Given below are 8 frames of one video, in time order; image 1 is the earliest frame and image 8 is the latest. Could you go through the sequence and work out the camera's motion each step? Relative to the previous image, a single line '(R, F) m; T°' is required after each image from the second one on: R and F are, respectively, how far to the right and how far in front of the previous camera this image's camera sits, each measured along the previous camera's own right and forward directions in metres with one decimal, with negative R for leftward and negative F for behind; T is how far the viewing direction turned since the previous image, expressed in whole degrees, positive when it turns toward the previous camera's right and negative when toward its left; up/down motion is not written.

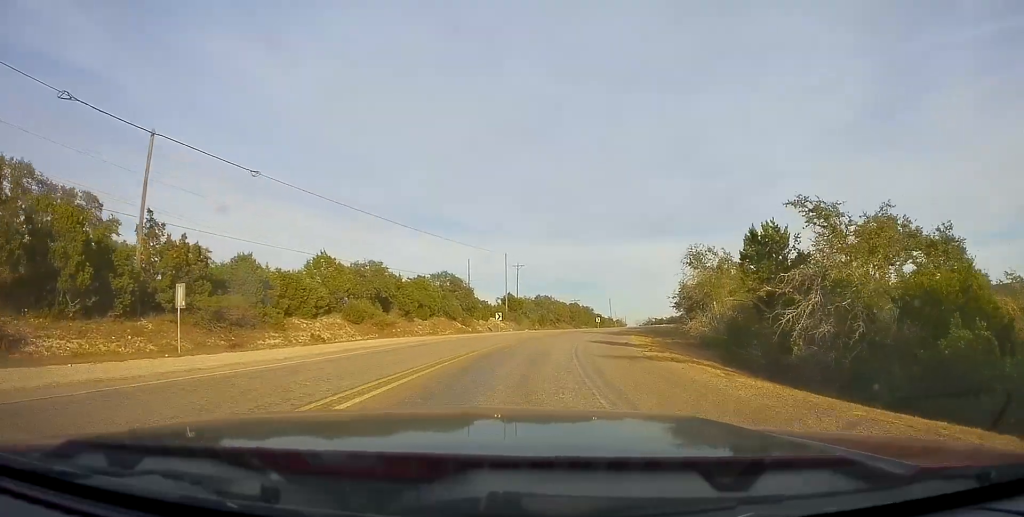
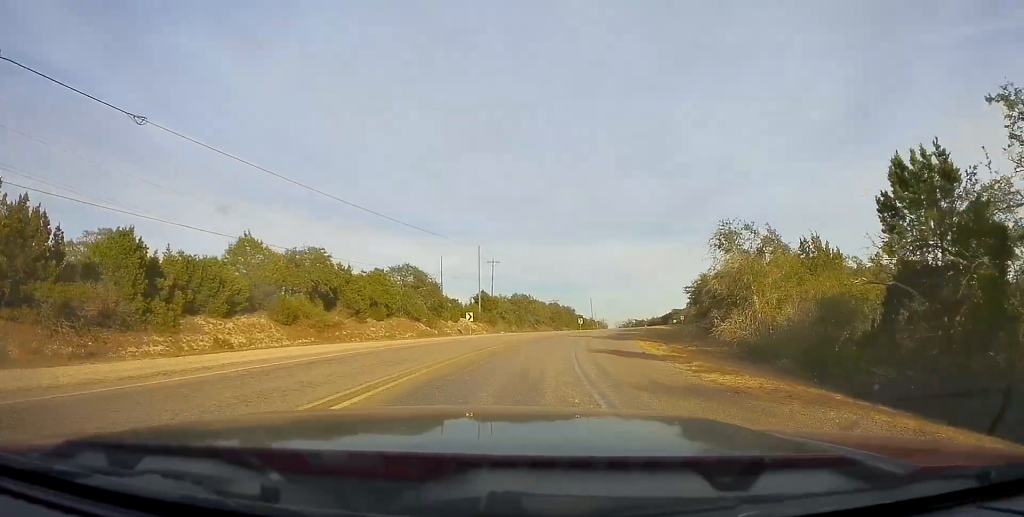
(+0.2, +9.5) m; +2°
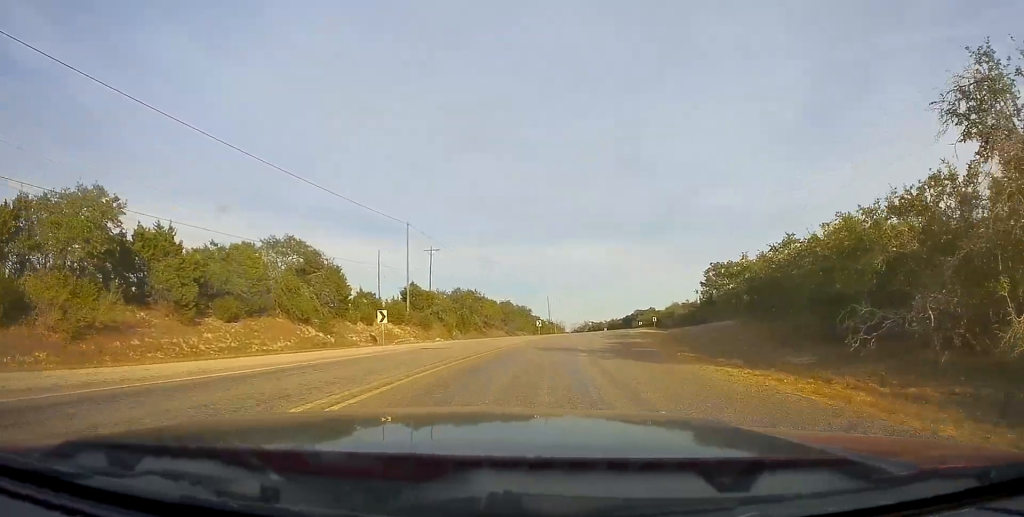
(+0.6, +19.2) m; +4°
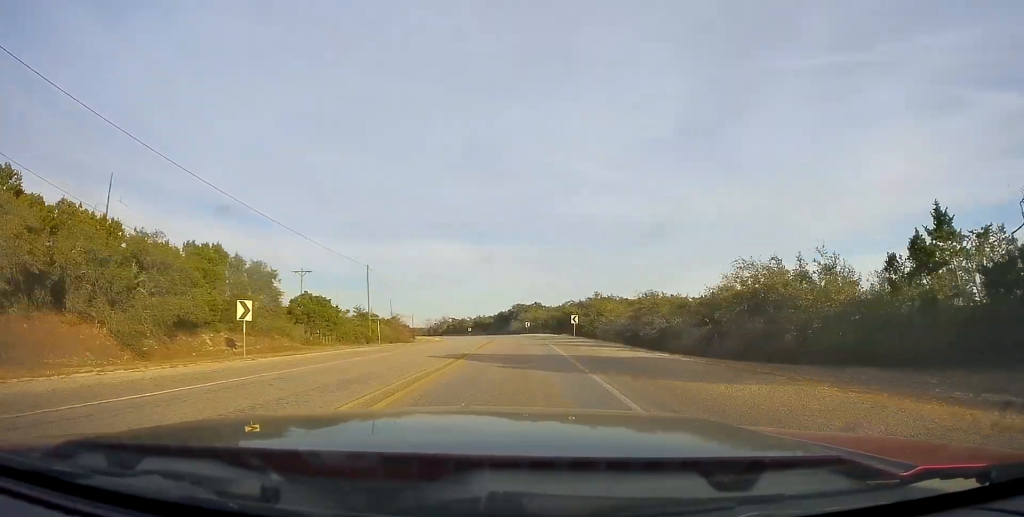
(+8.2, +62.1) m; +13°
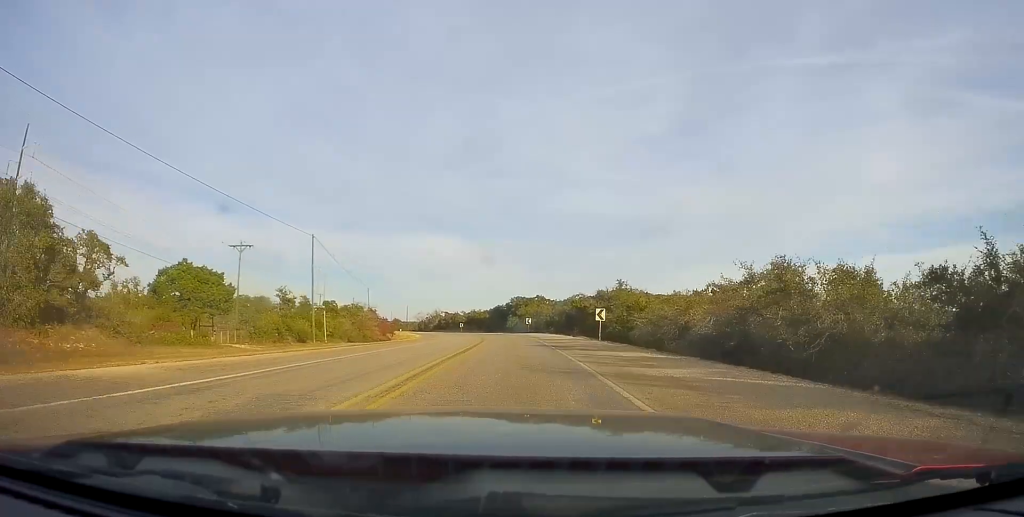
(+0.1, +19.8) m; +1°
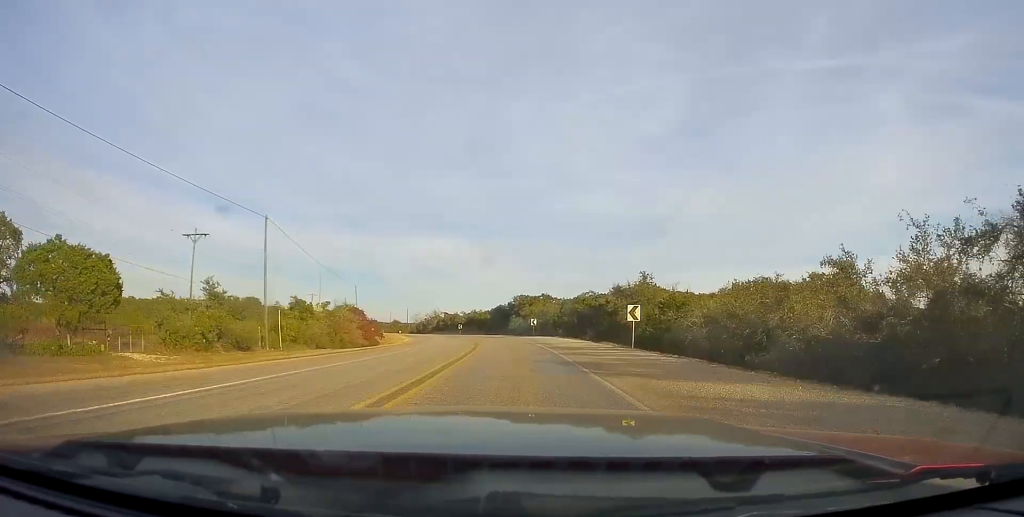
(+0.3, +11.0) m; 0°
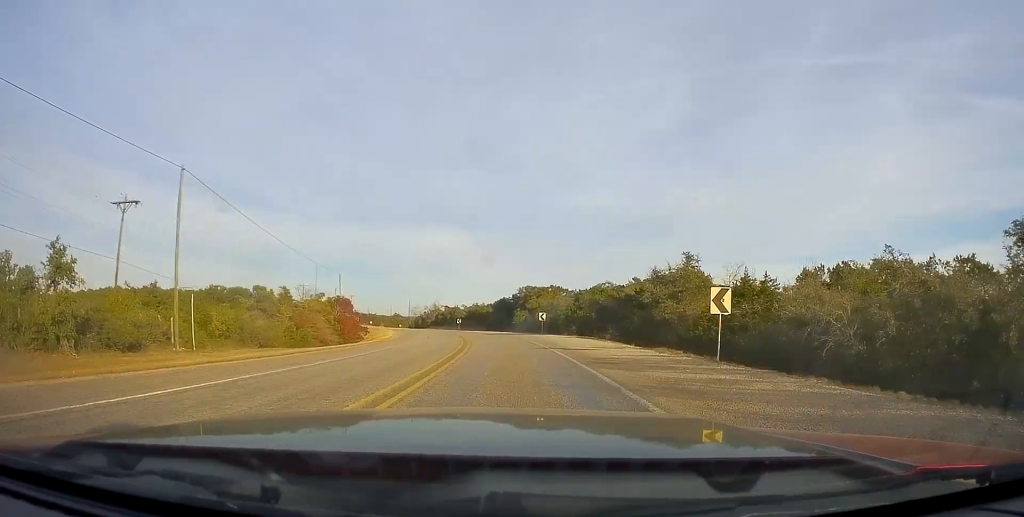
(-0.1, +12.7) m; -1°
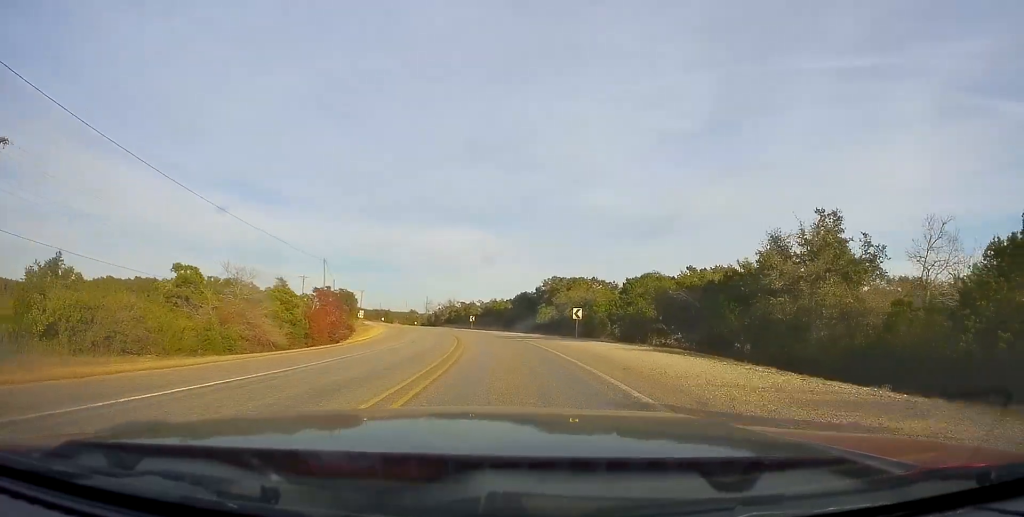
(-0.3, +17.2) m; -3°
